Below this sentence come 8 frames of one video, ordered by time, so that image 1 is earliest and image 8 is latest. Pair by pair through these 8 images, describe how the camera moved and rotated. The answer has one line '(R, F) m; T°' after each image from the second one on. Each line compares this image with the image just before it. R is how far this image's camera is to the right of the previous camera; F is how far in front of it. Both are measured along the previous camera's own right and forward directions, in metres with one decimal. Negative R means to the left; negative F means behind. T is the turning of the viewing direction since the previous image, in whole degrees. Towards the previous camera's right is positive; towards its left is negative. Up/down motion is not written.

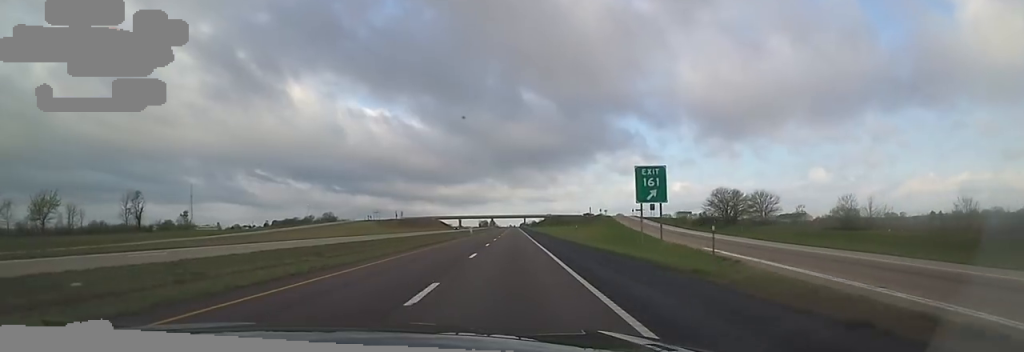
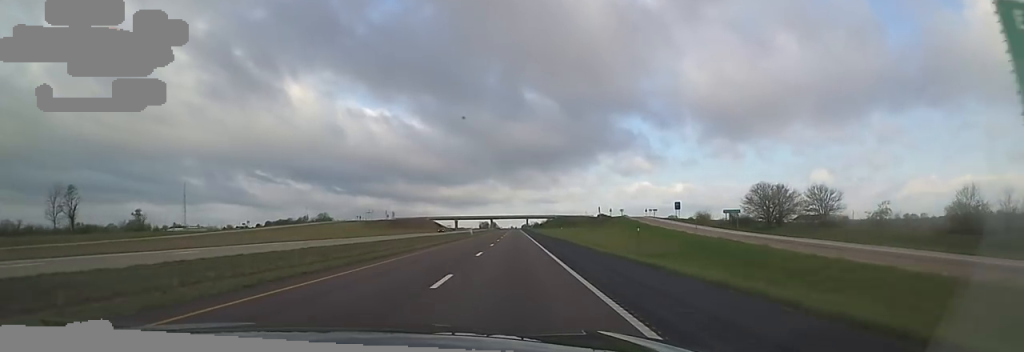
(-0.2, +21.9) m; -1°
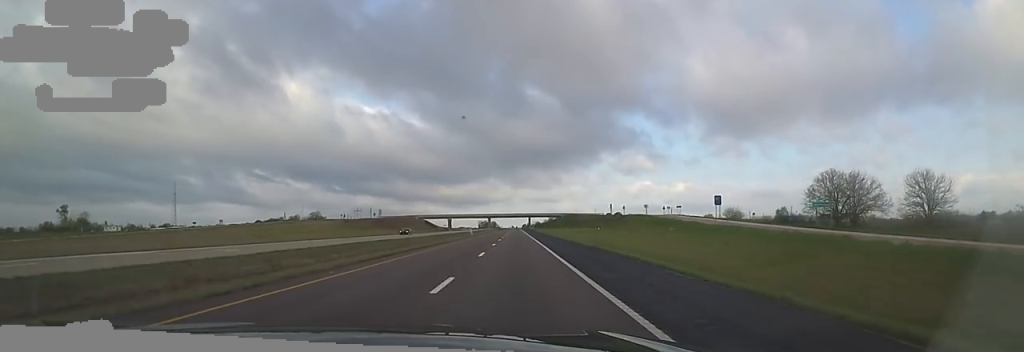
(-0.7, +25.4) m; -2°
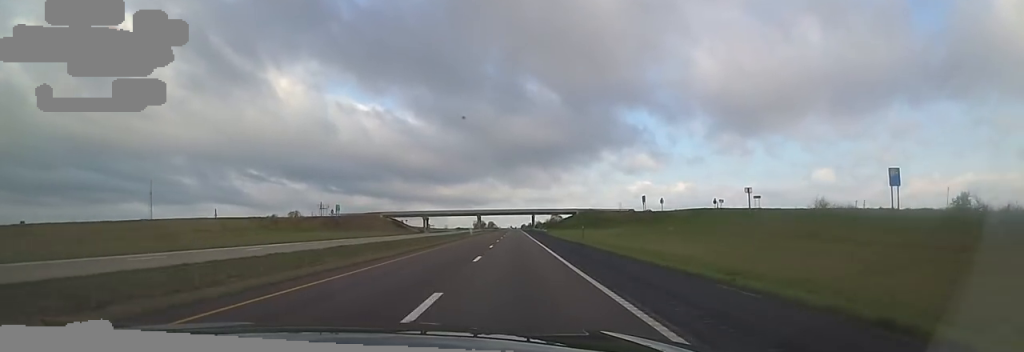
(0.0, +51.8) m; +2°
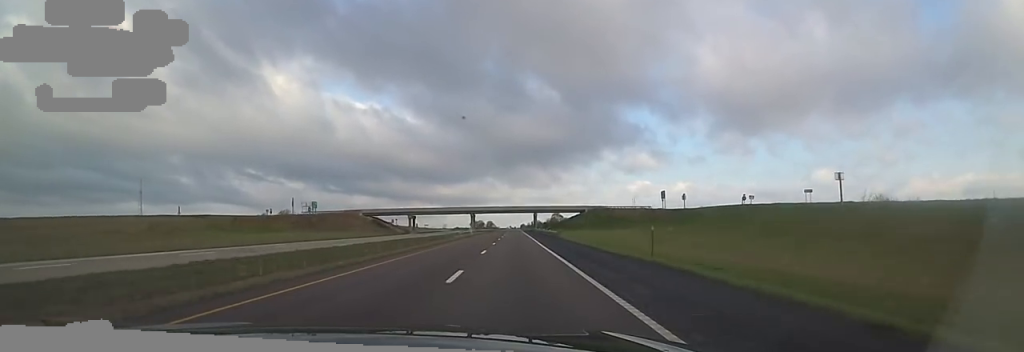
(0.0, +19.6) m; +1°
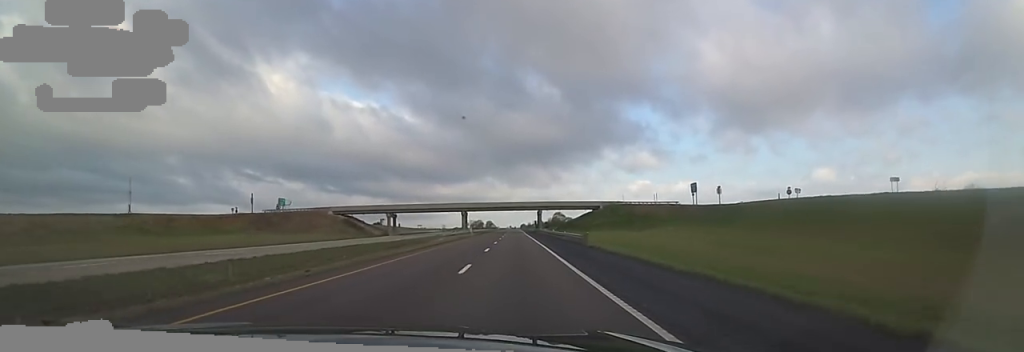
(+0.9, +21.9) m; 0°
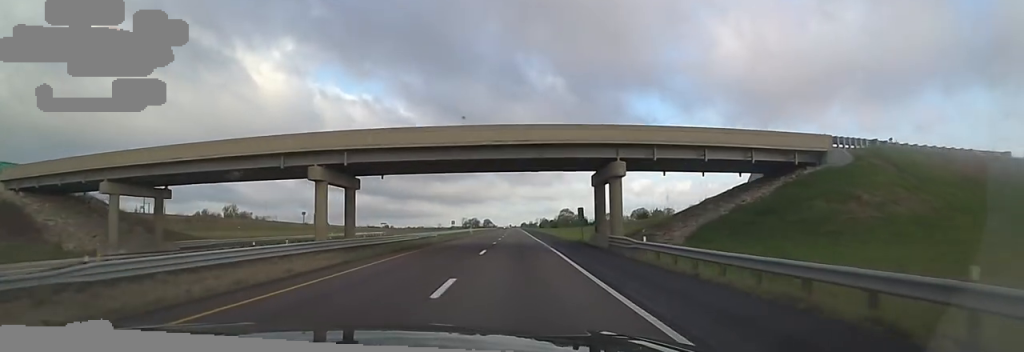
(-2.7, +77.7) m; -2°
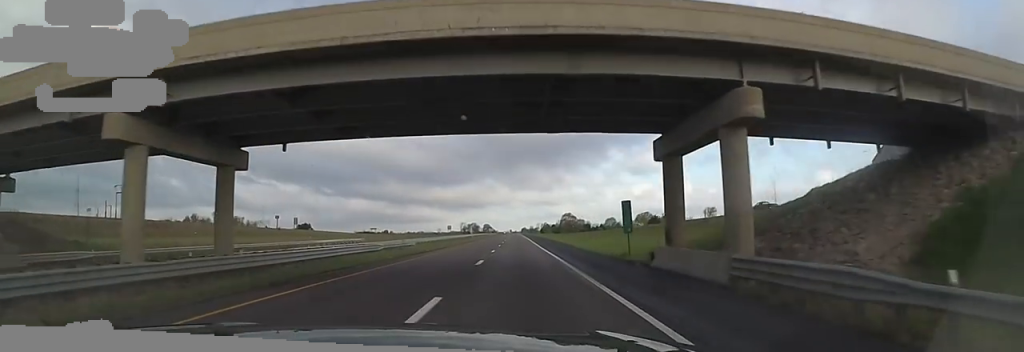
(0.0, +14.9) m; 0°
